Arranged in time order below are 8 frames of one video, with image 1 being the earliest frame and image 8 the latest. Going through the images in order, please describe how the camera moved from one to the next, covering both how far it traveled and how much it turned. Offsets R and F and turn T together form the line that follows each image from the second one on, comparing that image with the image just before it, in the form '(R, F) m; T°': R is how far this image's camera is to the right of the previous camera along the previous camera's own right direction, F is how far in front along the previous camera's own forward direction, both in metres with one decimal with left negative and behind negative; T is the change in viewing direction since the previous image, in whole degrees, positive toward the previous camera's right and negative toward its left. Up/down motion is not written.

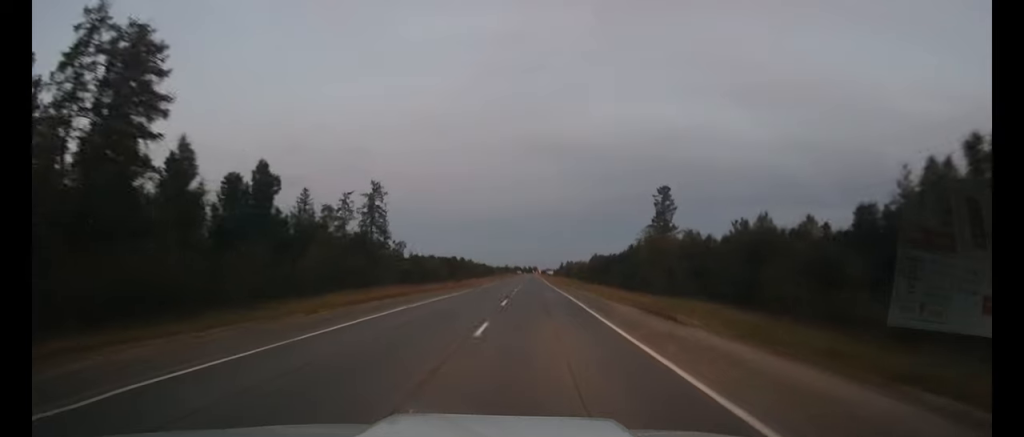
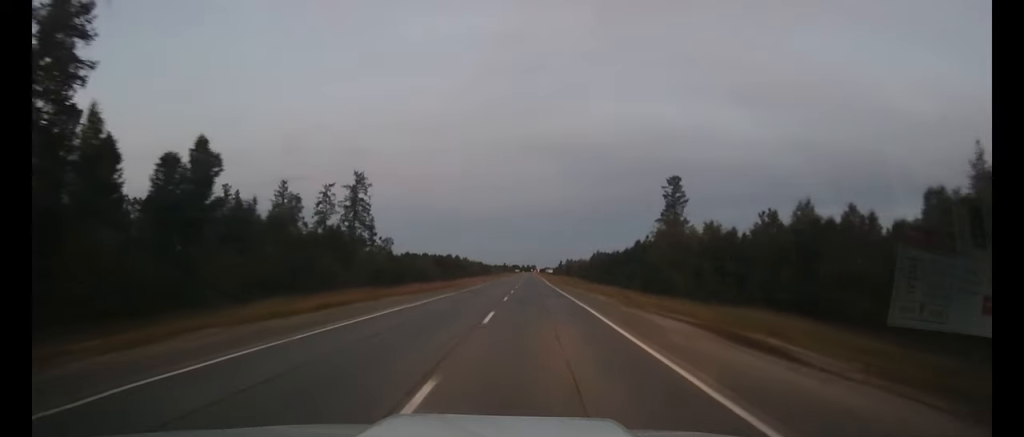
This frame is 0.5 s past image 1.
(0.0, +9.2) m; 0°
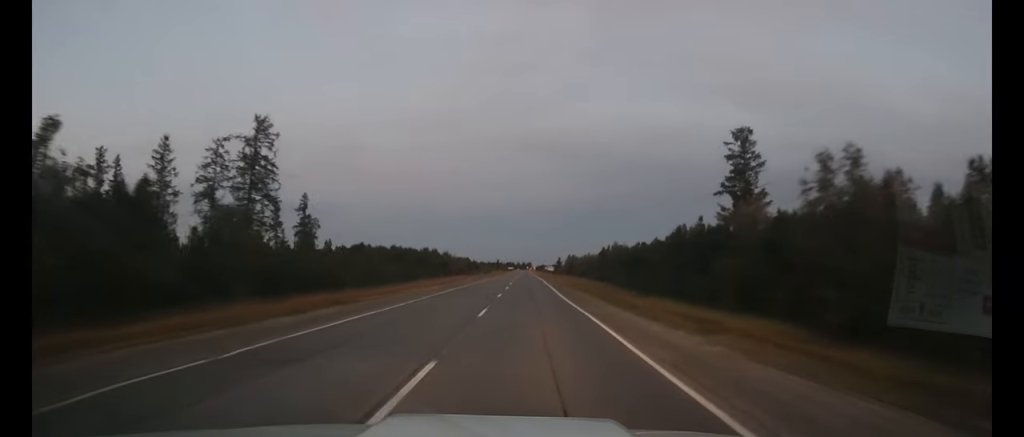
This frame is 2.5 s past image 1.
(+0.1, +34.9) m; 0°
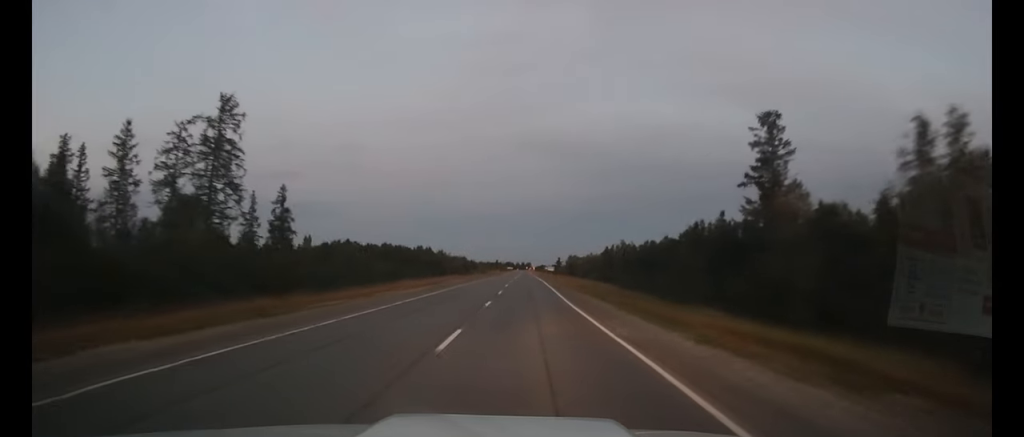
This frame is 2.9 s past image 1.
(0.0, +8.0) m; 0°
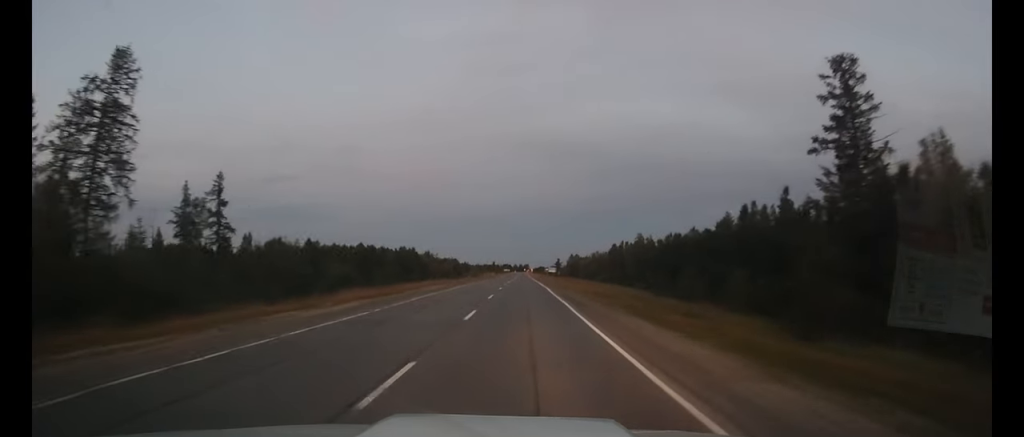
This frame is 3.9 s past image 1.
(0.0, +16.9) m; 0°
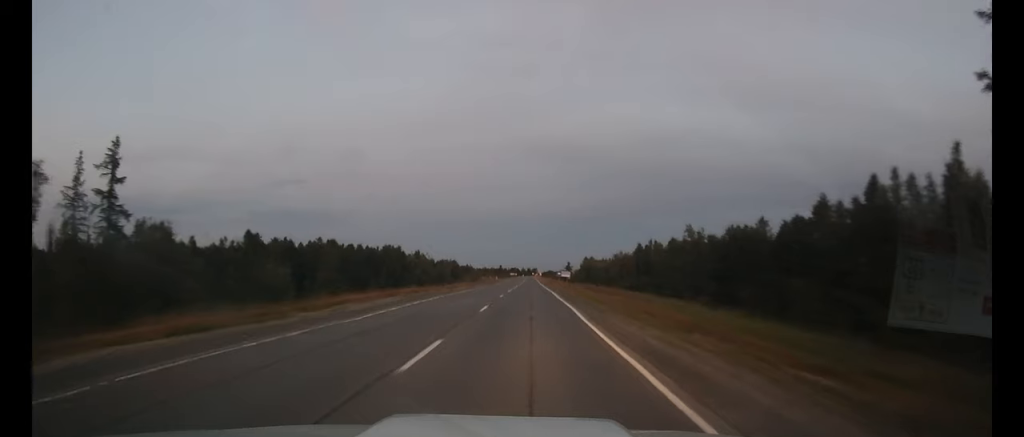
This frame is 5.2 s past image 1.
(0.0, +20.8) m; 0°
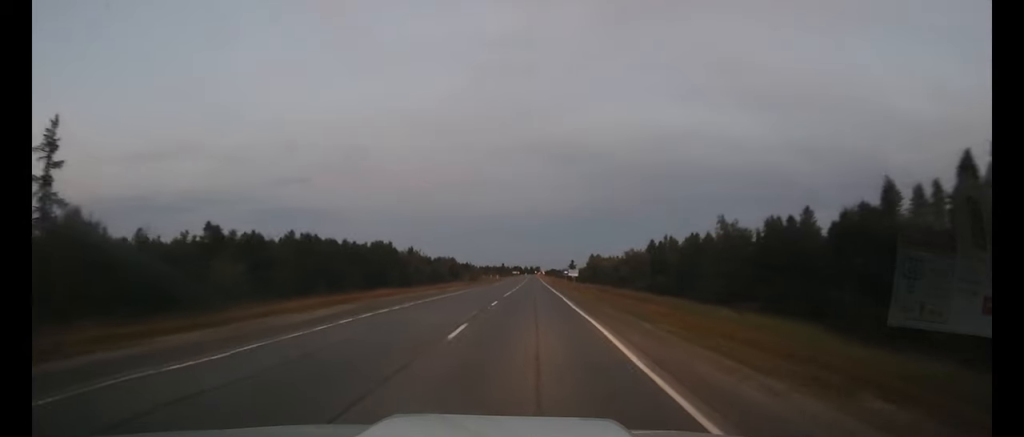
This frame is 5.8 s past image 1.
(0.0, +9.1) m; 0°
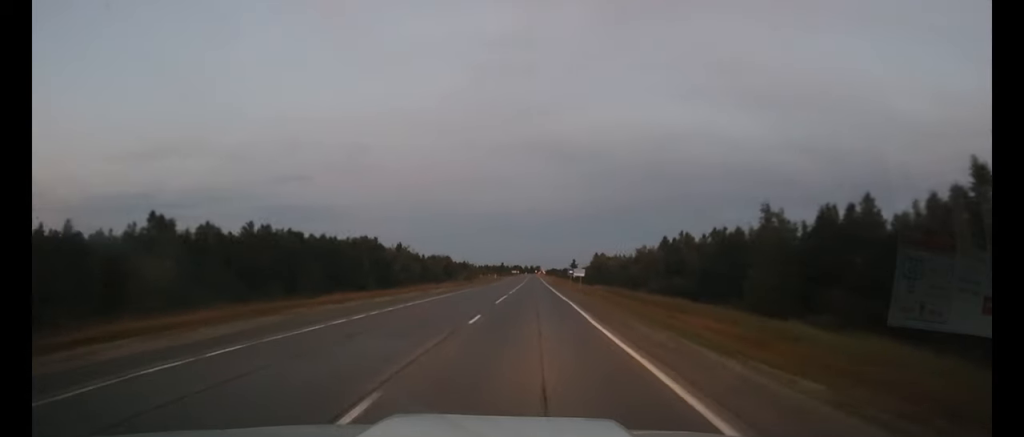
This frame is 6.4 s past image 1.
(-0.1, +9.5) m; 0°
